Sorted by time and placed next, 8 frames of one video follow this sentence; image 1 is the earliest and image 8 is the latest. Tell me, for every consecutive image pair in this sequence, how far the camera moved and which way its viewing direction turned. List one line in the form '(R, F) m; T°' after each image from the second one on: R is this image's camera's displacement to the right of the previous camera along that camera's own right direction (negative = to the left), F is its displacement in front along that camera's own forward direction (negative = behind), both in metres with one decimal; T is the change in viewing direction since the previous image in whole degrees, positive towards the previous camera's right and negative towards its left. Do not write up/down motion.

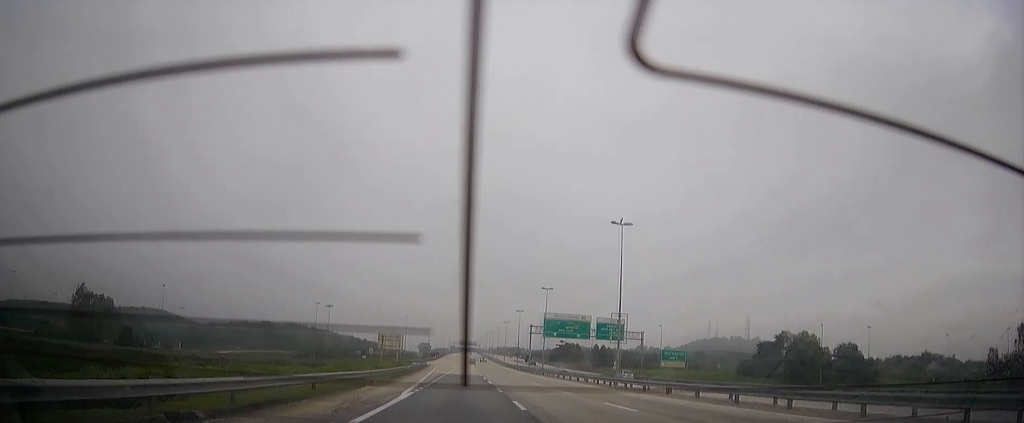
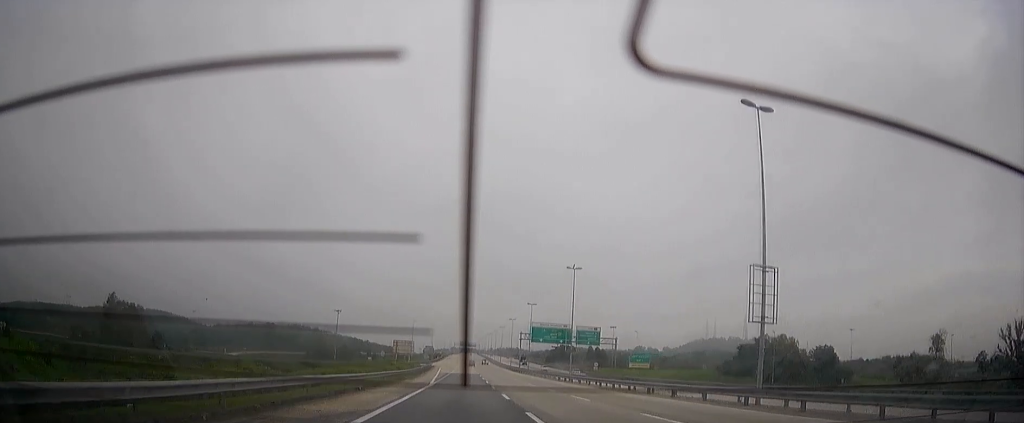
(0.0, +19.2) m; 0°
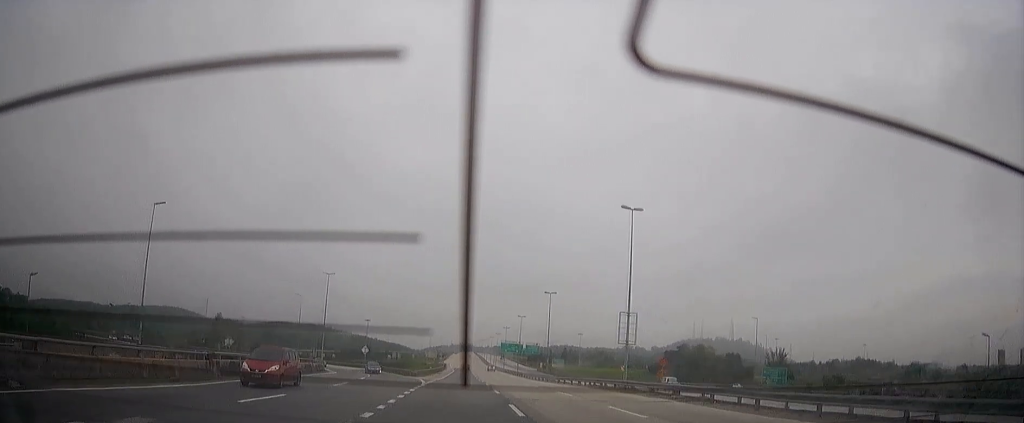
(+0.1, +99.2) m; 0°
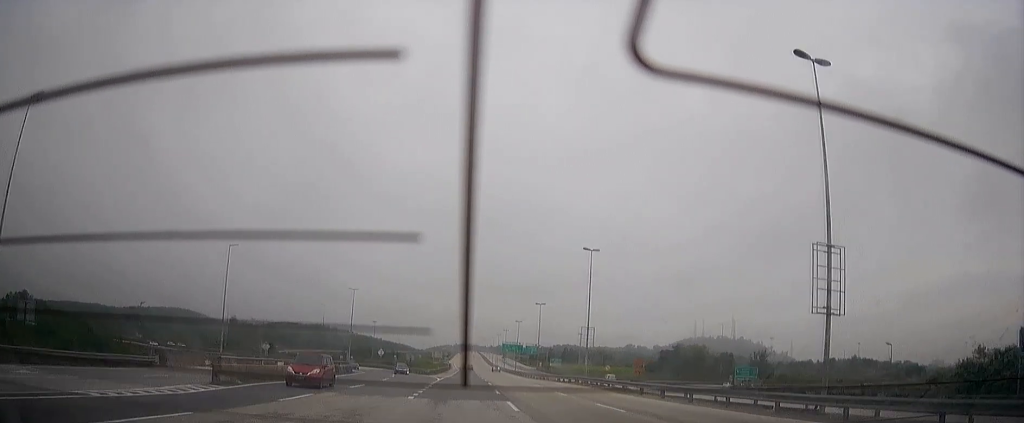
(0.0, +13.9) m; 0°
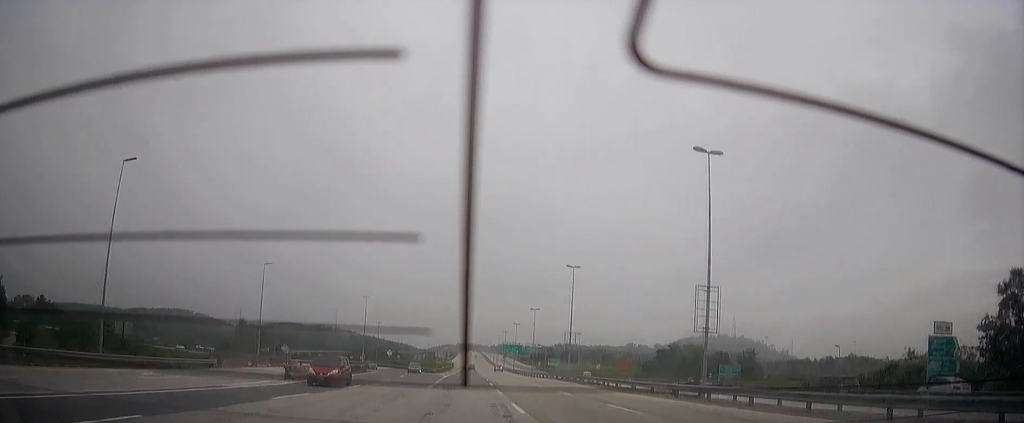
(0.0, +10.1) m; 0°
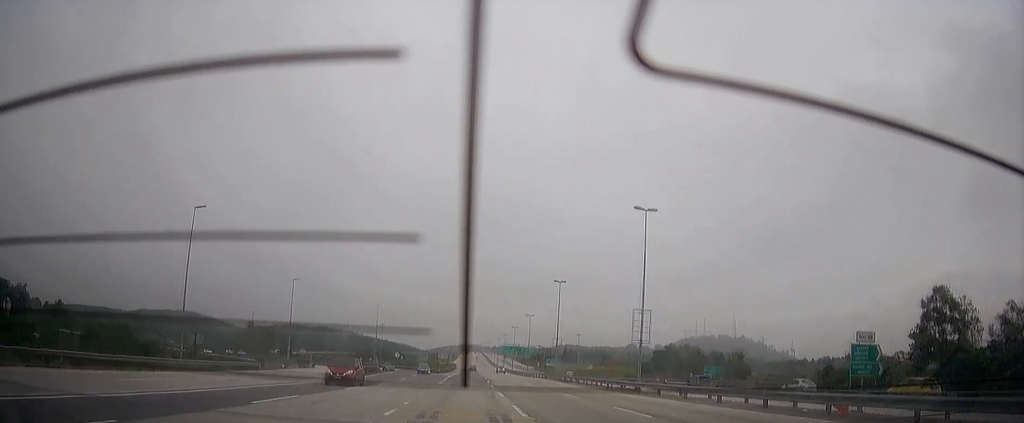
(0.0, +10.9) m; 0°
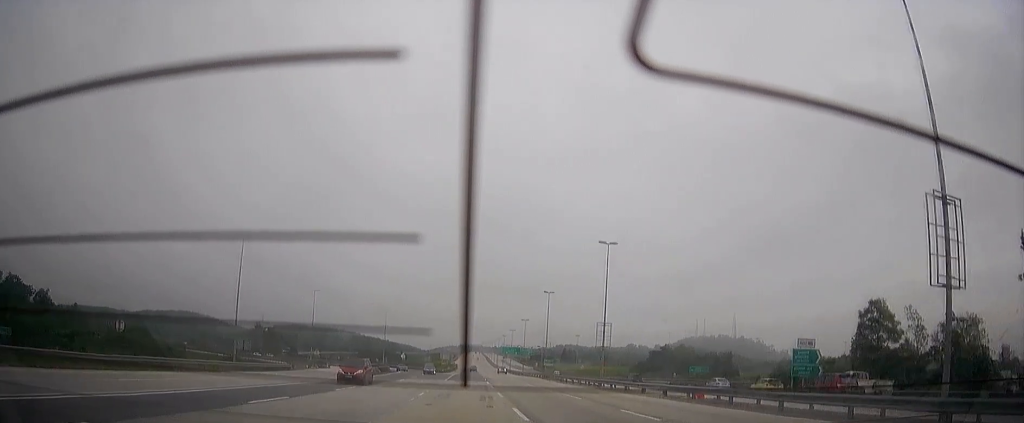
(0.0, +10.8) m; 0°
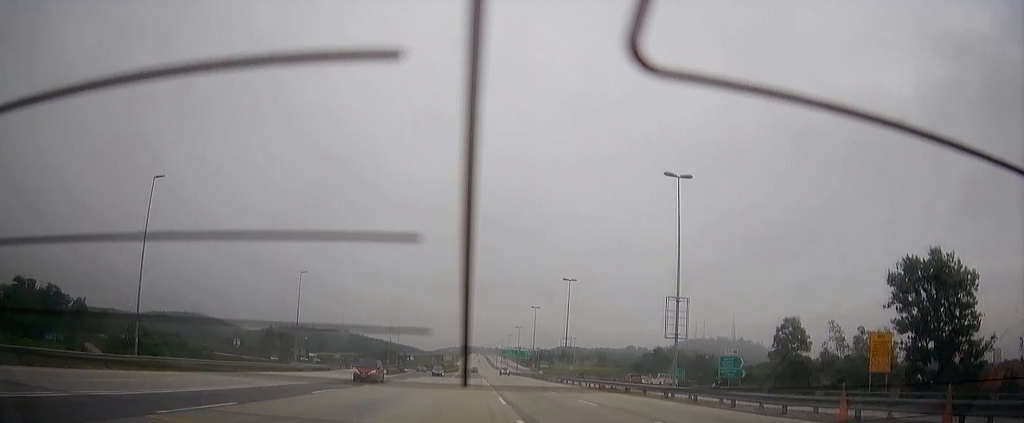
(0.0, +19.5) m; 0°
